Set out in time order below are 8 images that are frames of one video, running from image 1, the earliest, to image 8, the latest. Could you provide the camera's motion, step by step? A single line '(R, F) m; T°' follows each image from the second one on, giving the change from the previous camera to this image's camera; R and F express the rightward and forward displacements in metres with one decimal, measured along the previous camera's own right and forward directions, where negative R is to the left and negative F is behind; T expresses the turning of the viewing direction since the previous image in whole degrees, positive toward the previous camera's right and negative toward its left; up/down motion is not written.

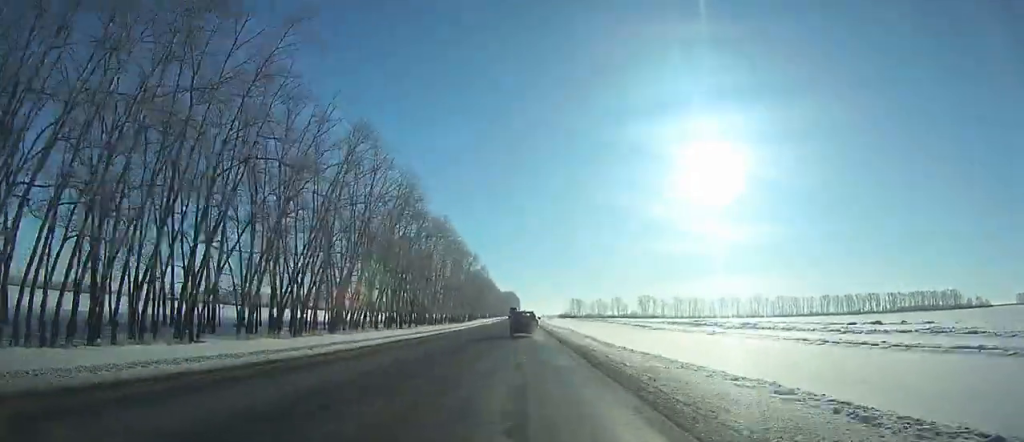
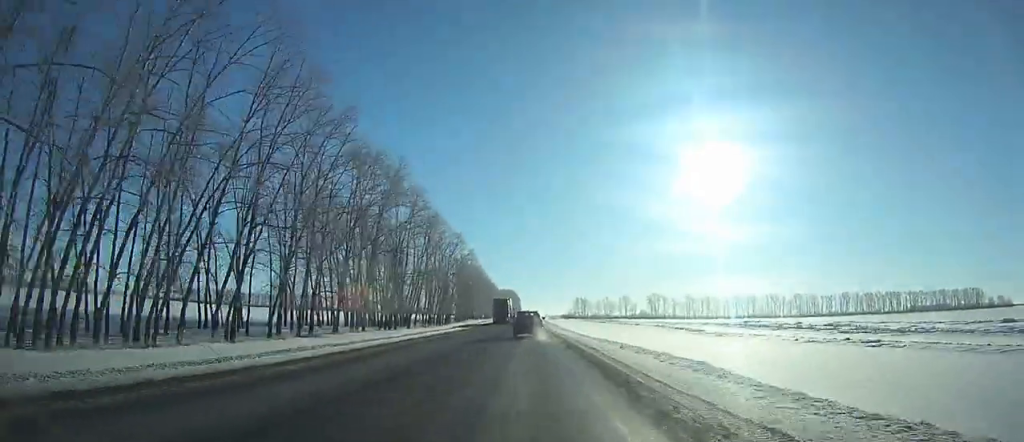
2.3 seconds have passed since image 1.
(+0.2, +44.8) m; 0°
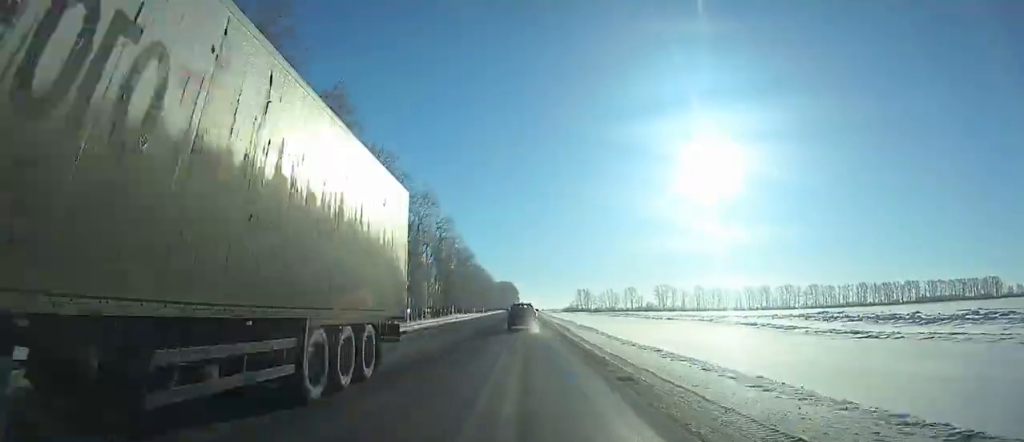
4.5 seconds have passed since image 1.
(+0.1, +41.2) m; 0°
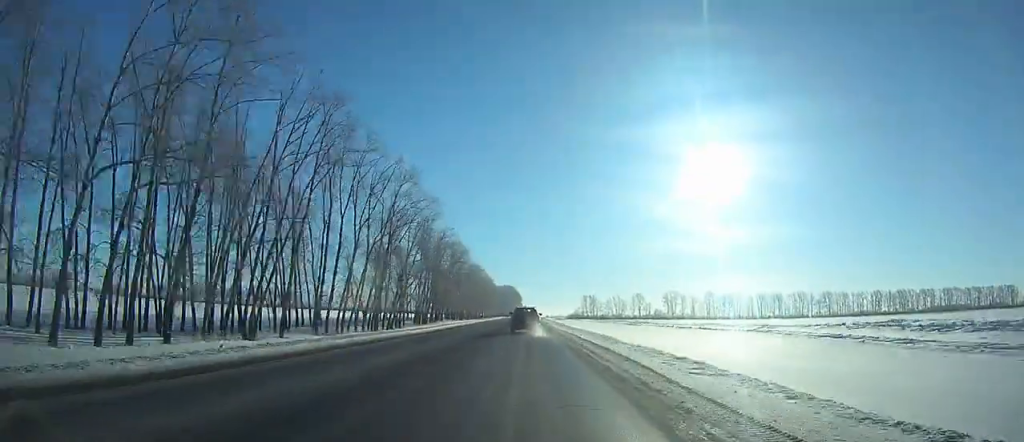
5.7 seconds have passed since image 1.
(0.0, +21.8) m; 0°
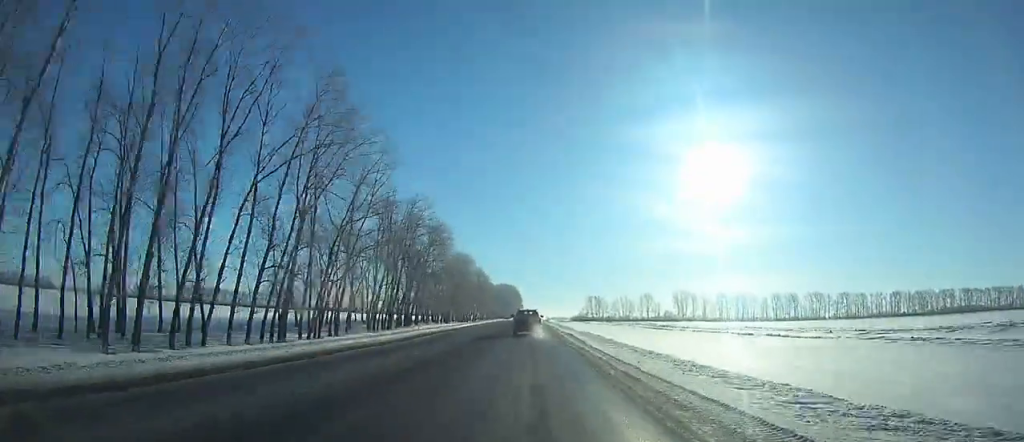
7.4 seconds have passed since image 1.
(0.0, +31.3) m; +2°
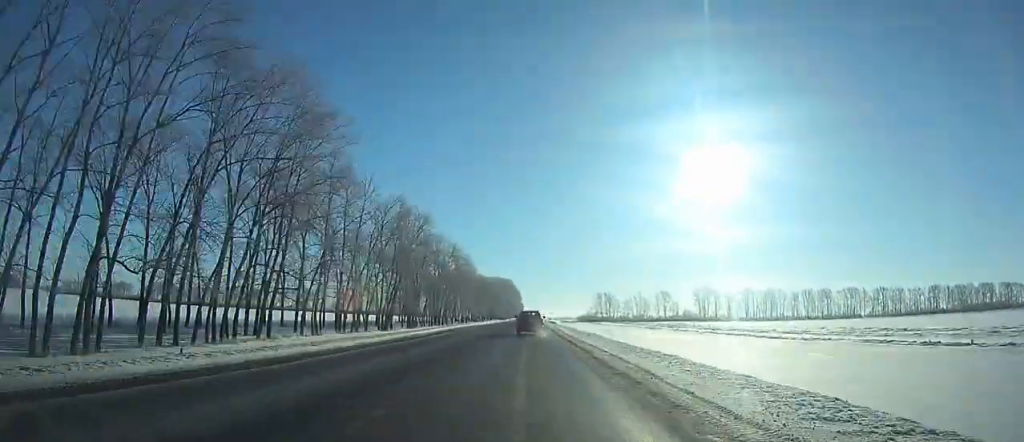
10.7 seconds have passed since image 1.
(+3.1, +61.7) m; +4°
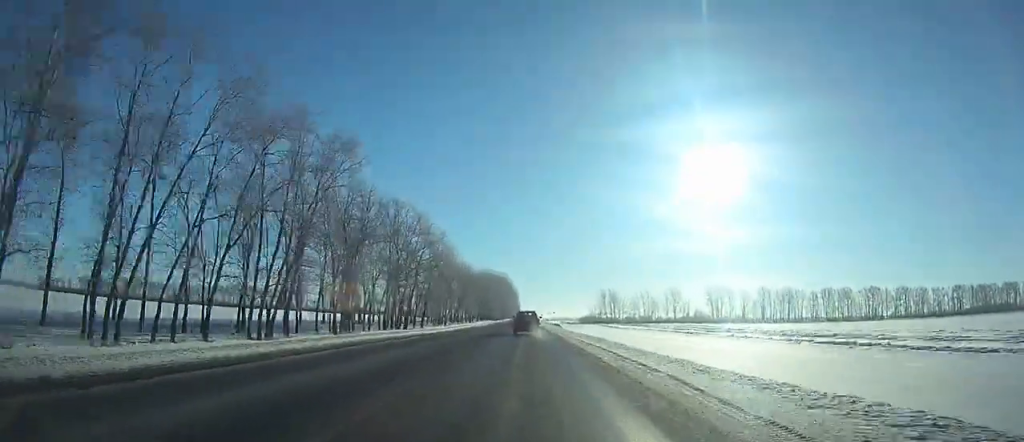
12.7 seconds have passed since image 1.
(+6.6, +37.2) m; -4°
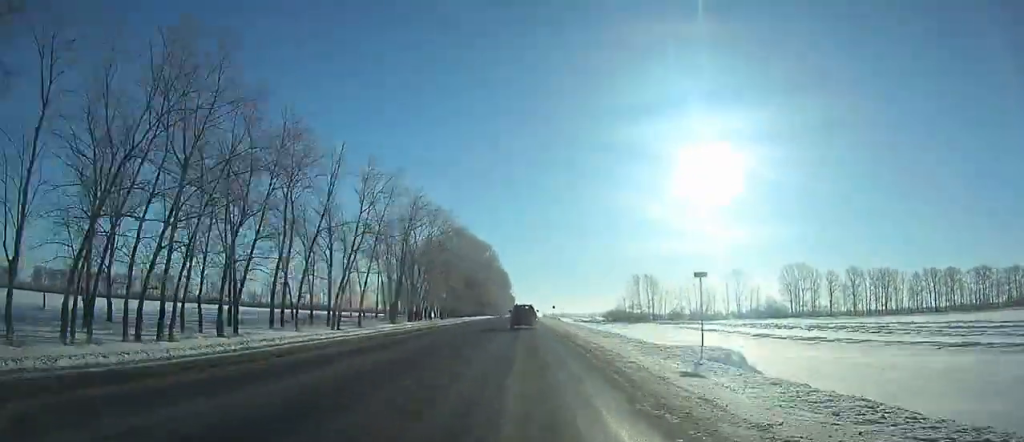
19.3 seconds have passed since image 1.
(-20.5, +153.8) m; -3°
